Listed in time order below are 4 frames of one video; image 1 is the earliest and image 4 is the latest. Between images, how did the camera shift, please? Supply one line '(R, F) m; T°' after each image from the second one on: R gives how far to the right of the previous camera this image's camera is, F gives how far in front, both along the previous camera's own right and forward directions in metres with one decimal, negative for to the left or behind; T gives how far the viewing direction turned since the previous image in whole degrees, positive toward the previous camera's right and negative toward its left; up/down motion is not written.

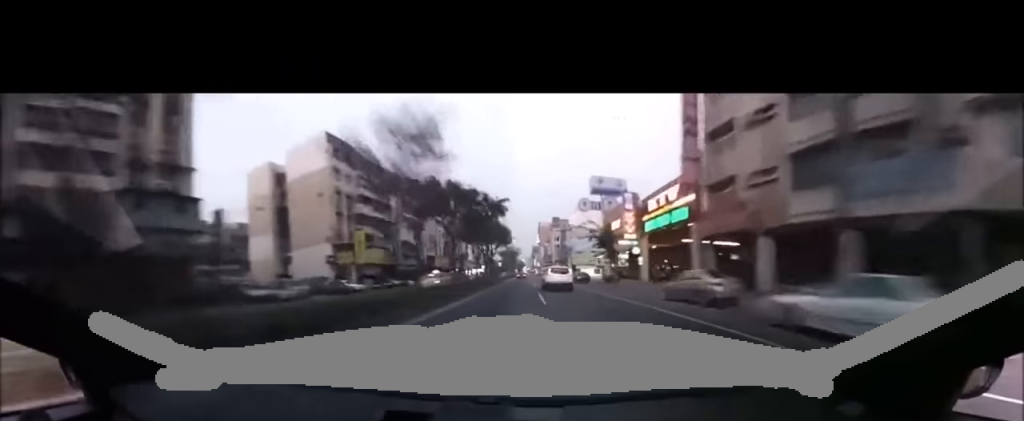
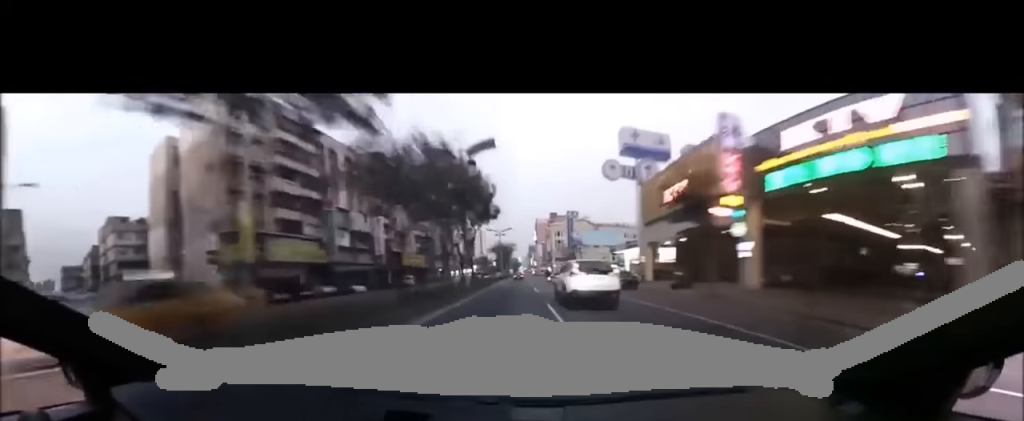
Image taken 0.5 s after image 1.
(-0.1, +14.6) m; +1°
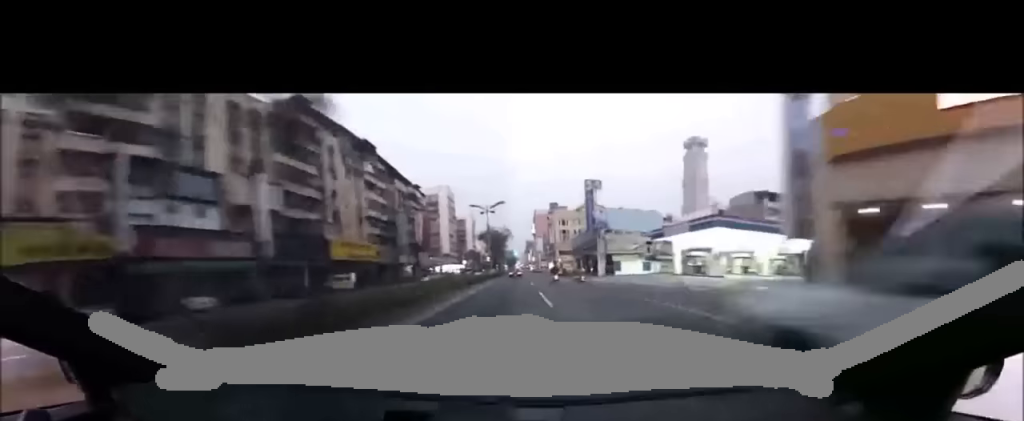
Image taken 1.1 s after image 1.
(+0.5, +17.6) m; +3°
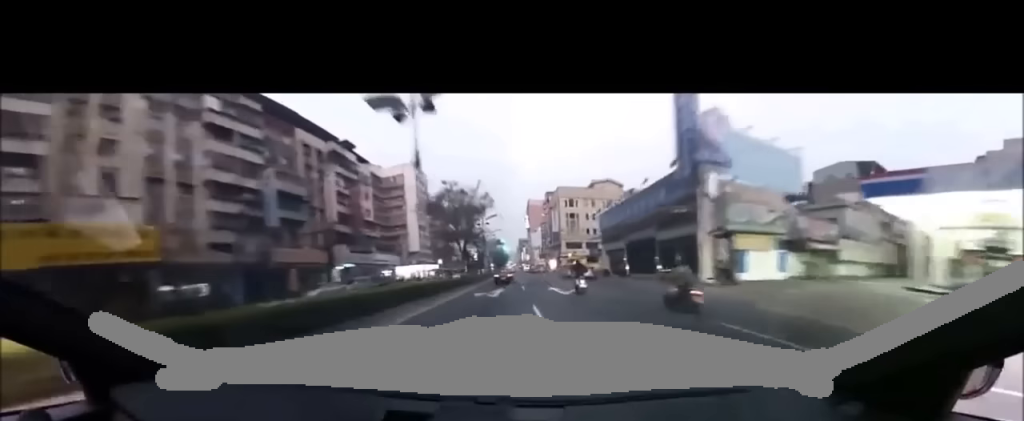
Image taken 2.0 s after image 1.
(+0.9, +25.9) m; +3°
